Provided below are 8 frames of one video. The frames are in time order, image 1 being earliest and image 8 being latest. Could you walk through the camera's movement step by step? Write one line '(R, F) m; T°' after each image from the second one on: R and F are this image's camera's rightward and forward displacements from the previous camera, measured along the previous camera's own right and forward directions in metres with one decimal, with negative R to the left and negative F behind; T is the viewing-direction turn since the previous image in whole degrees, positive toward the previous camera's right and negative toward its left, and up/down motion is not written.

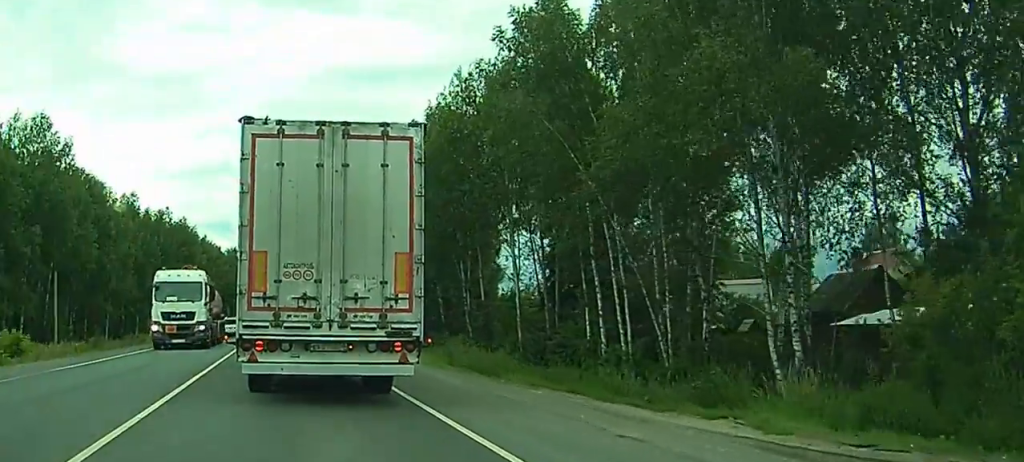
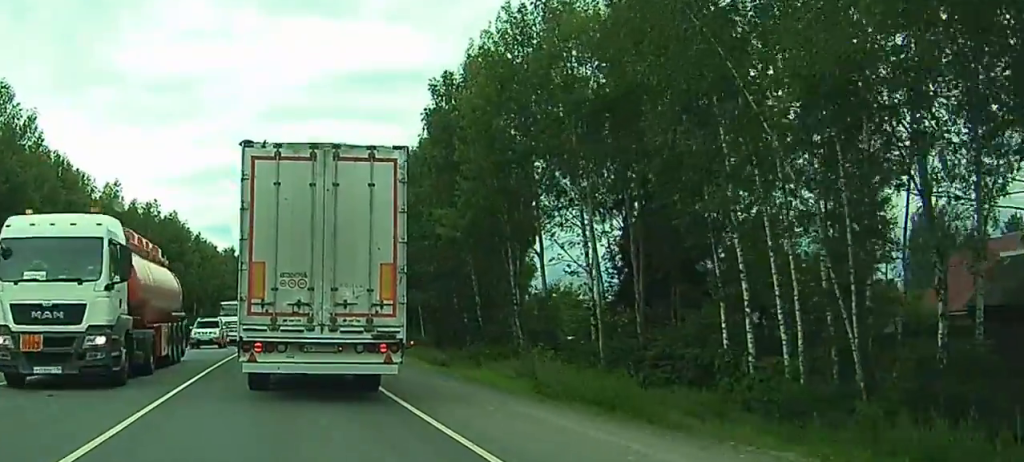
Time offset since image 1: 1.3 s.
(+0.4, +13.7) m; +2°
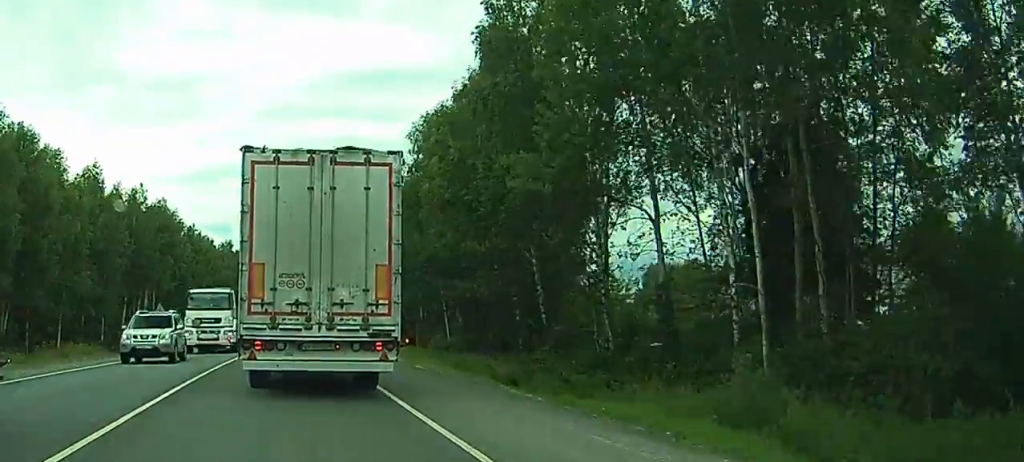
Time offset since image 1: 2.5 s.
(0.0, +13.1) m; +1°
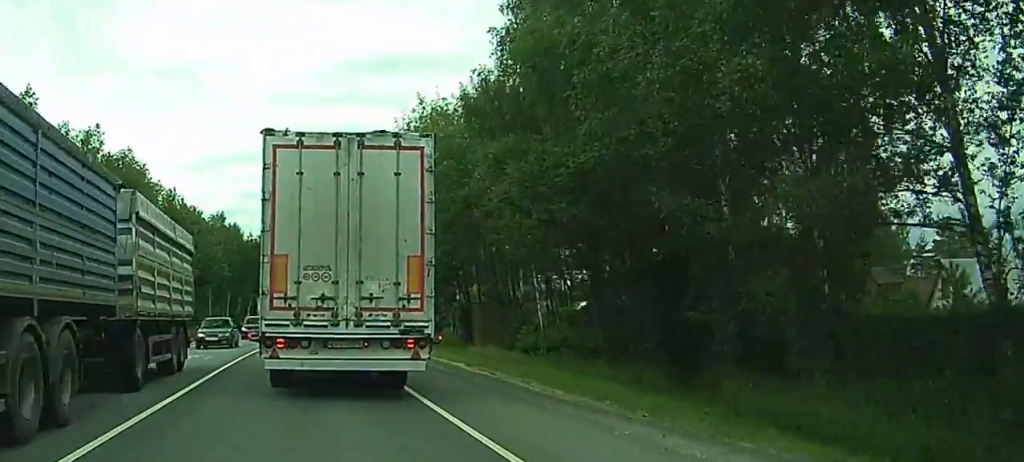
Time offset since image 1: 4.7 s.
(+0.4, +26.1) m; +2°
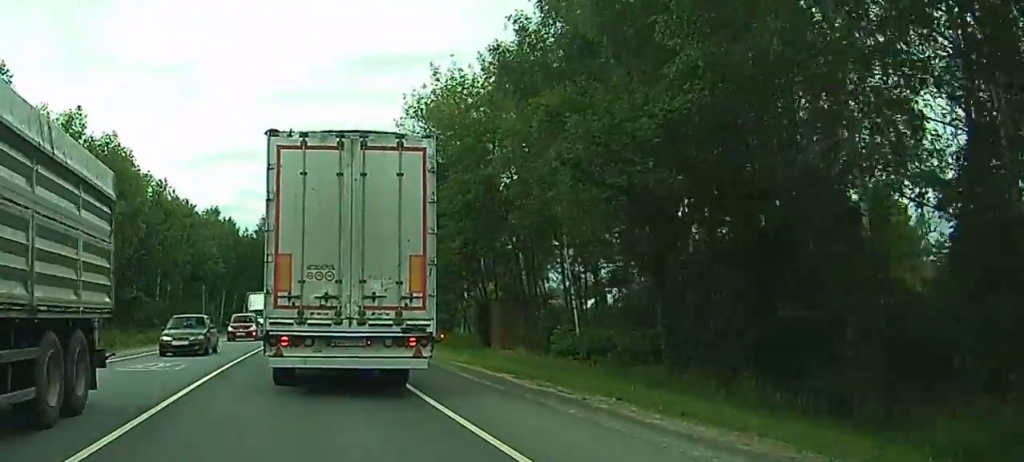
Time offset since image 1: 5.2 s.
(+0.1, +6.3) m; +1°
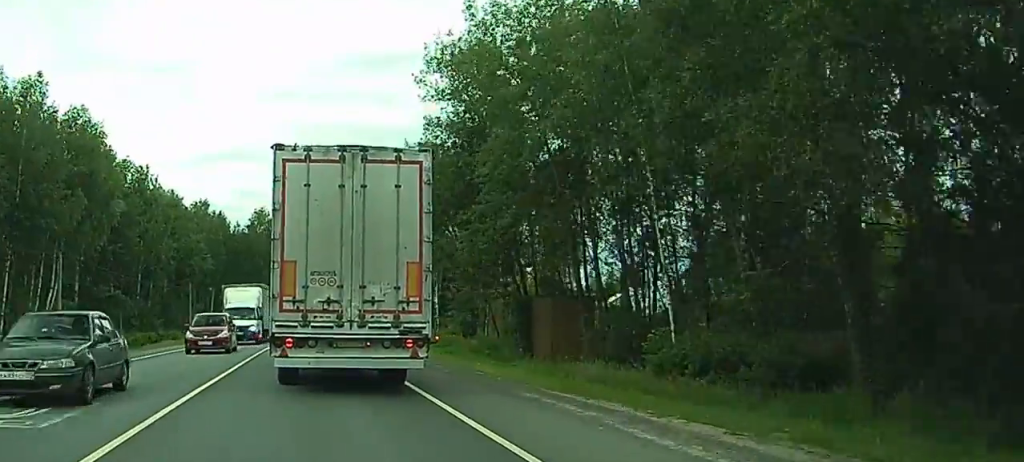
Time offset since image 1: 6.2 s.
(+0.1, +11.2) m; 0°
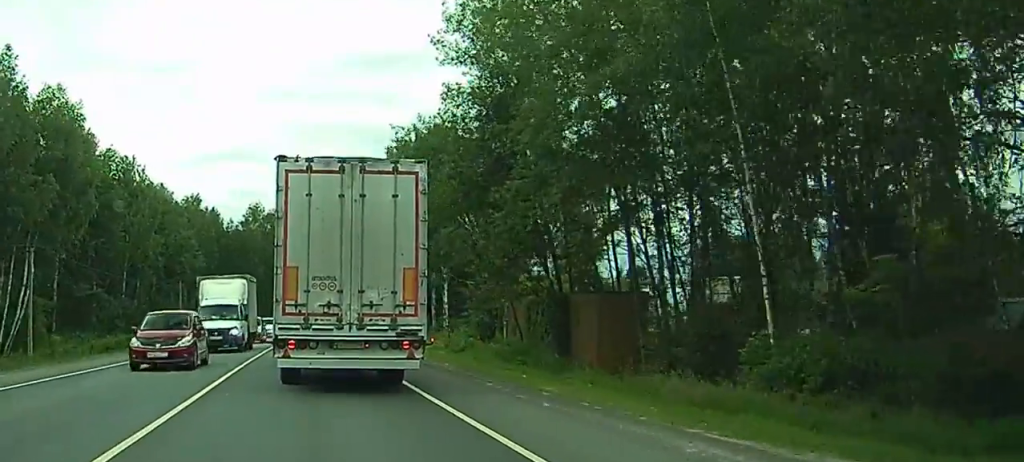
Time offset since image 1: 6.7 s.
(0.0, +6.9) m; 0°
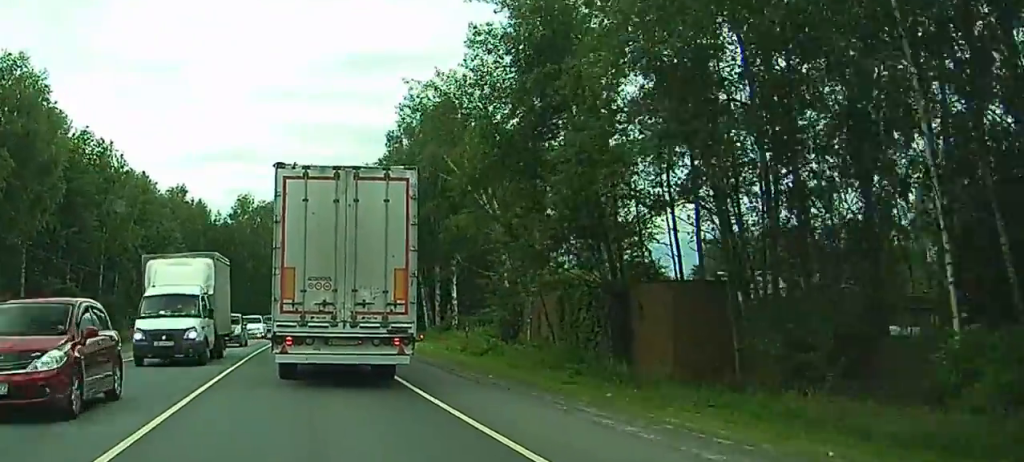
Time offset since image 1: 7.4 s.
(0.0, +7.8) m; -1°
